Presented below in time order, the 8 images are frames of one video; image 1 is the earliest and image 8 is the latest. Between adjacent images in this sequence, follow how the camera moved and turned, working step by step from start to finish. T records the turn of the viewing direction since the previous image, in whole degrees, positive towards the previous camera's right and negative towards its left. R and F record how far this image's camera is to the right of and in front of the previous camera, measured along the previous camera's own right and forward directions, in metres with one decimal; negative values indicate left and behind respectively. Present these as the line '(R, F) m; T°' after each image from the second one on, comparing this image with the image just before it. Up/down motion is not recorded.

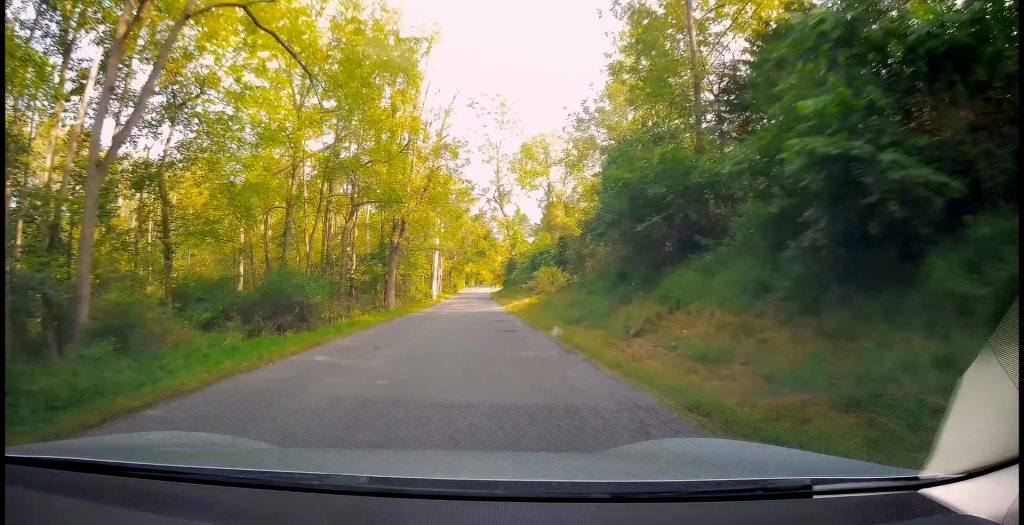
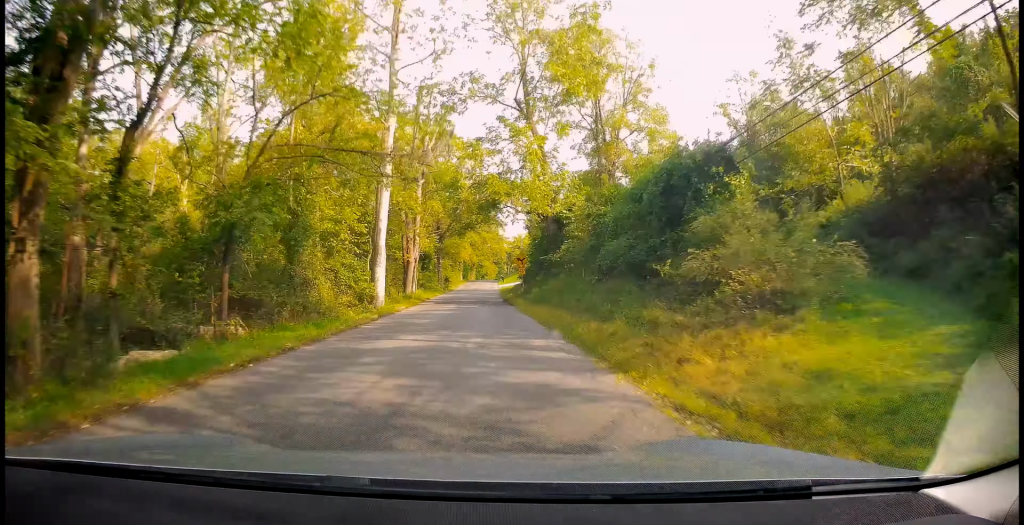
(-0.1, +34.6) m; 0°
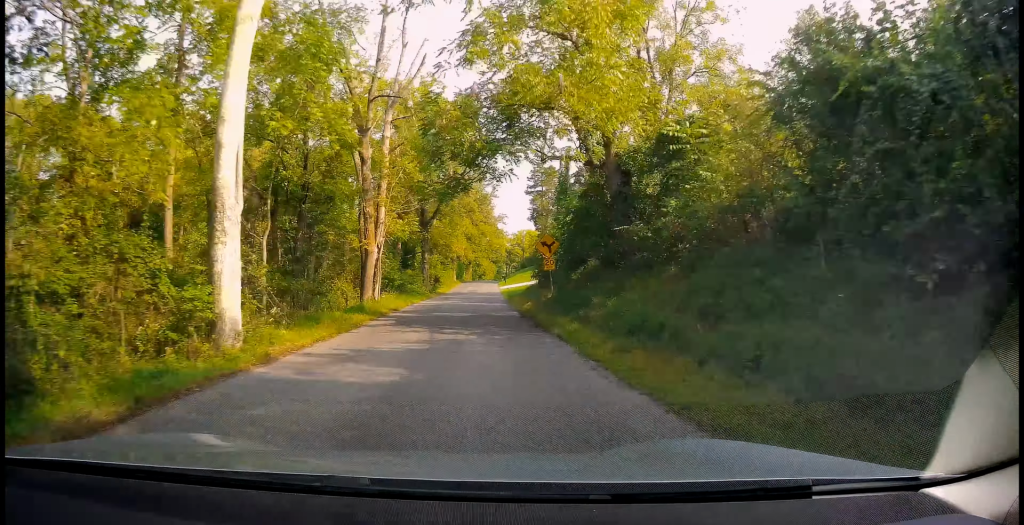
(+0.1, +16.4) m; 0°
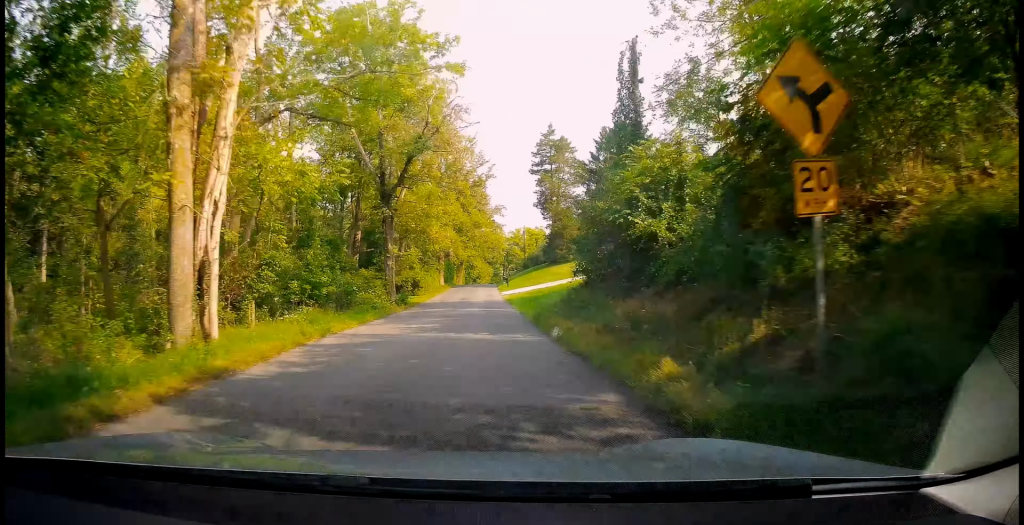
(+0.1, +18.4) m; +1°
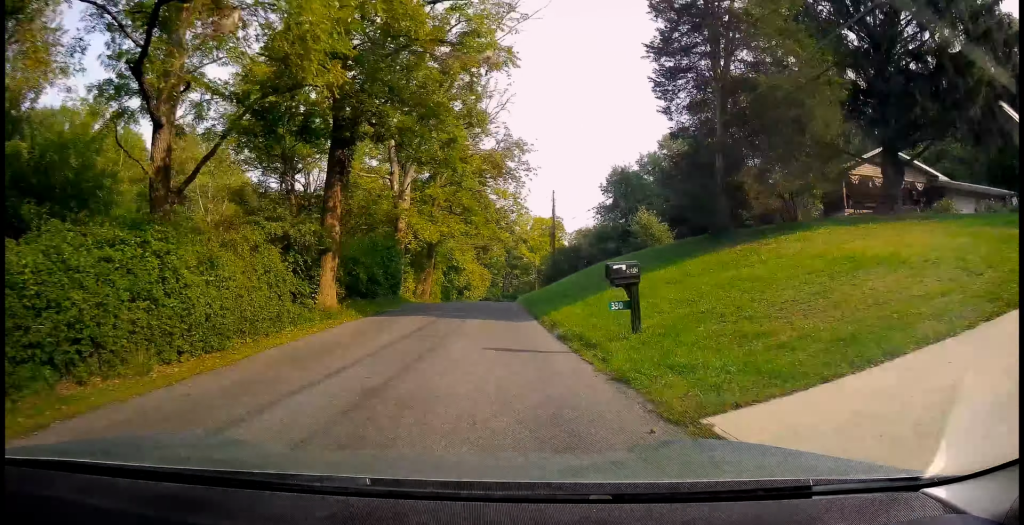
(+0.7, +51.0) m; +2°
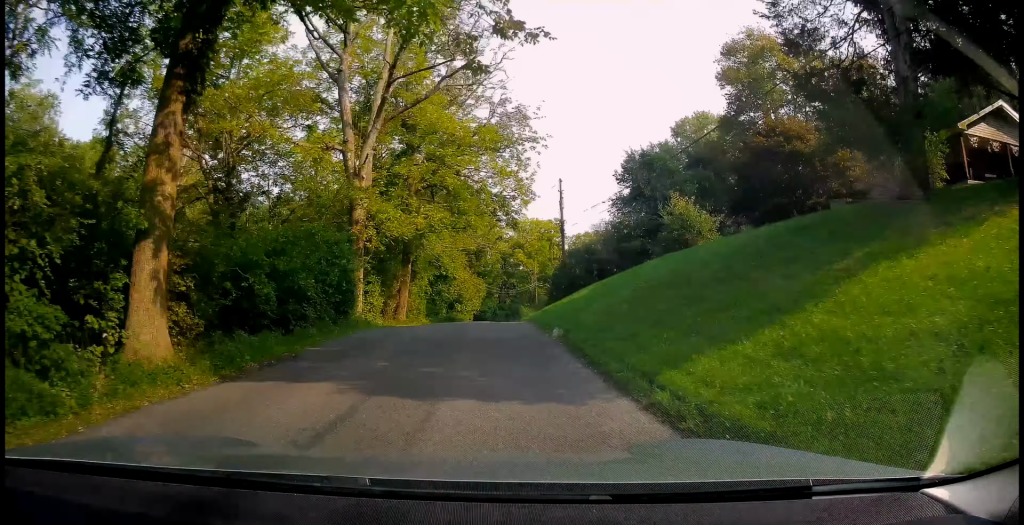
(0.0, +11.4) m; 0°
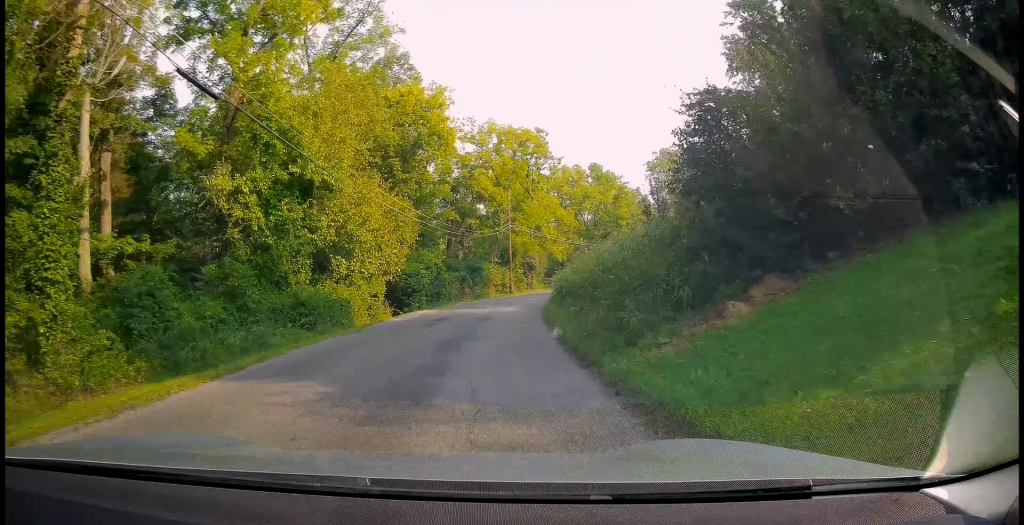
(+0.3, +41.6) m; +2°
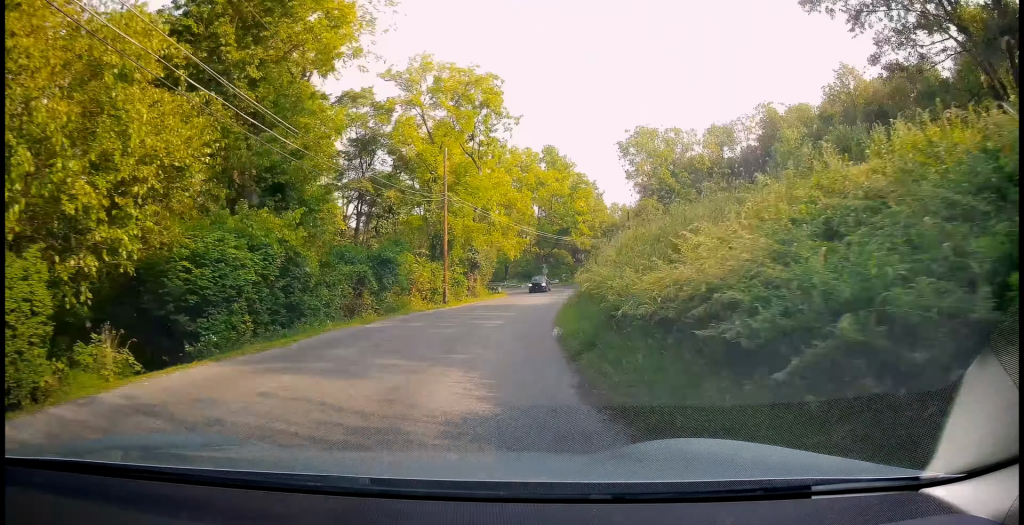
(+0.5, +22.2) m; +4°
